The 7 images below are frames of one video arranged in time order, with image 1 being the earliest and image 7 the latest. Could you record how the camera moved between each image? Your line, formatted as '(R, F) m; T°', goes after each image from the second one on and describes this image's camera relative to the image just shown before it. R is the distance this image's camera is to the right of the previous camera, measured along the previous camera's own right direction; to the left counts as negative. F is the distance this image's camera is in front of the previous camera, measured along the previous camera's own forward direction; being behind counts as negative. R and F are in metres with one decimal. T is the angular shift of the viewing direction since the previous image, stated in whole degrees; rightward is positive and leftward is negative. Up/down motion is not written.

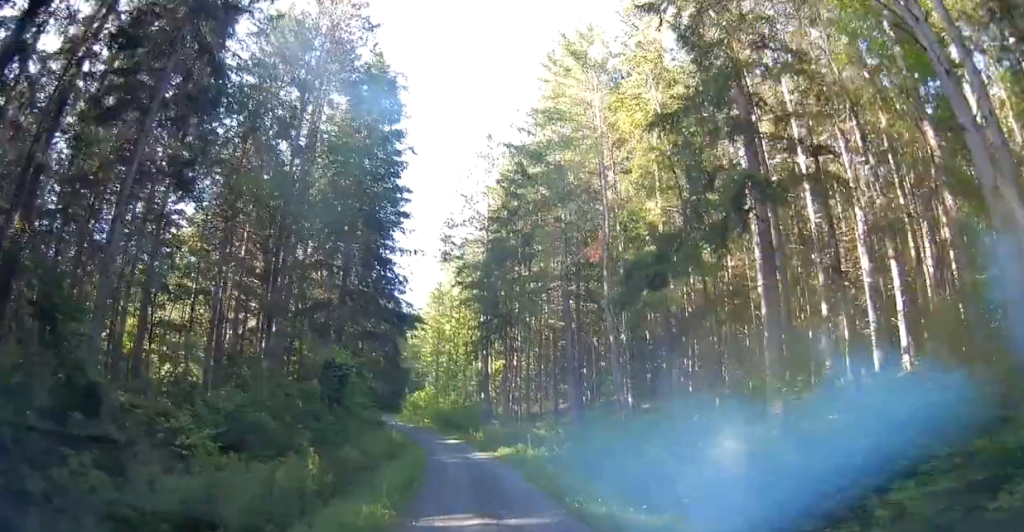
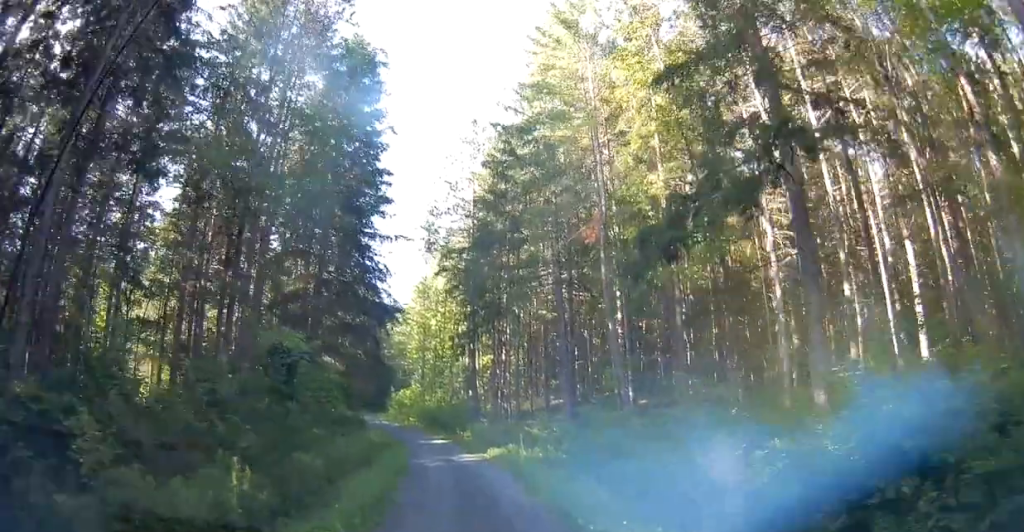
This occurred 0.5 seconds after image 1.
(-0.1, +2.5) m; 0°
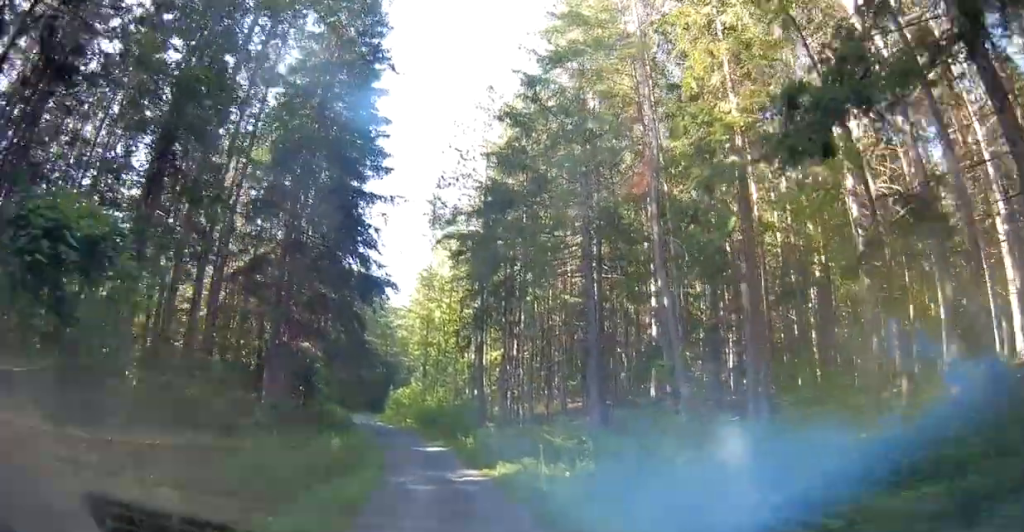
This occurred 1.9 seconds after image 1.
(0.0, +6.5) m; +2°
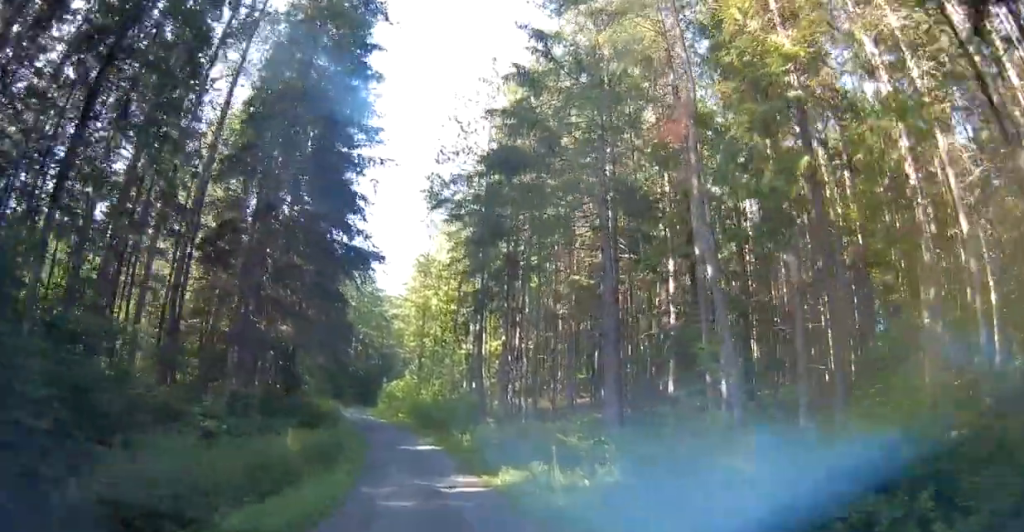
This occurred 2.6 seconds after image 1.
(0.0, +3.9) m; +1°
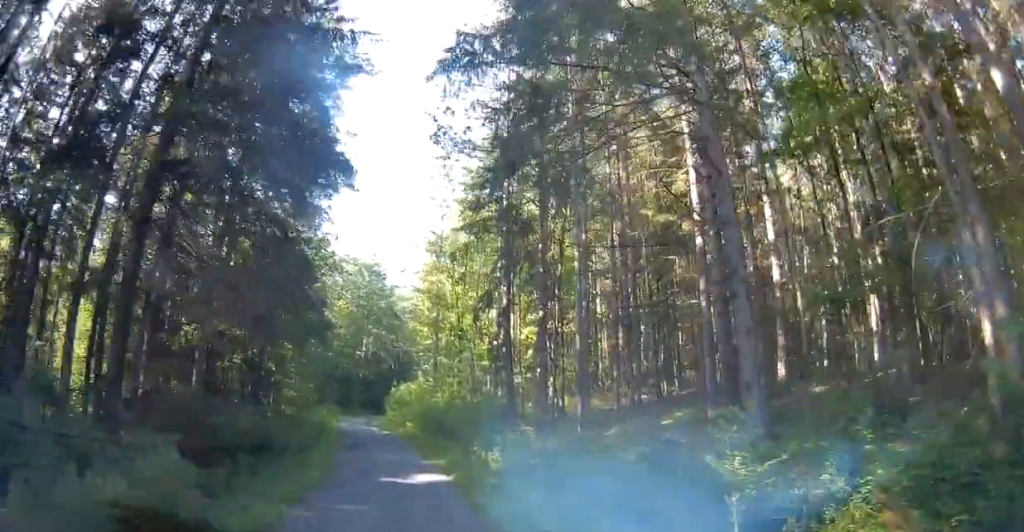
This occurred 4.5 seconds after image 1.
(-0.1, +10.4) m; -1°
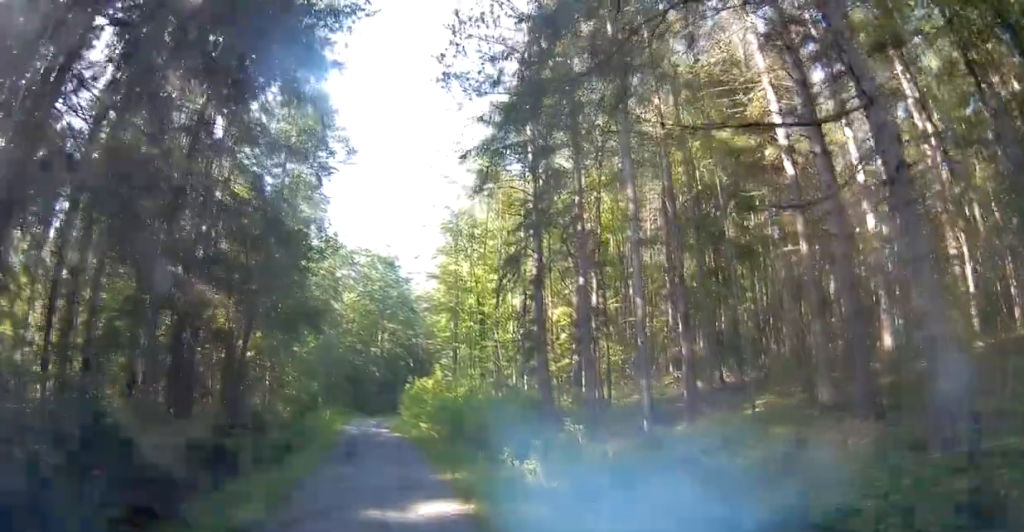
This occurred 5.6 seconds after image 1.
(0.0, +5.7) m; +1°
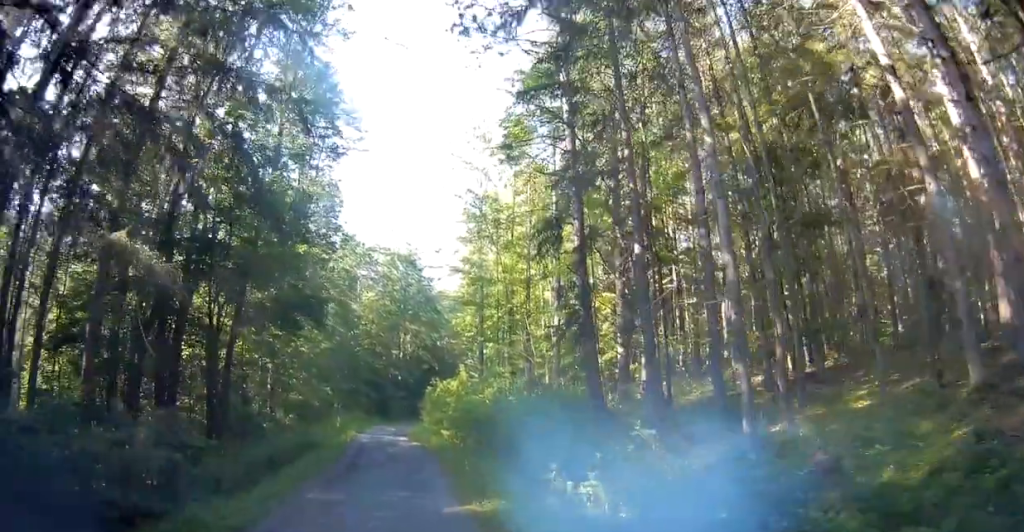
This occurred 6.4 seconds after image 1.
(+0.1, +4.6) m; -1°
